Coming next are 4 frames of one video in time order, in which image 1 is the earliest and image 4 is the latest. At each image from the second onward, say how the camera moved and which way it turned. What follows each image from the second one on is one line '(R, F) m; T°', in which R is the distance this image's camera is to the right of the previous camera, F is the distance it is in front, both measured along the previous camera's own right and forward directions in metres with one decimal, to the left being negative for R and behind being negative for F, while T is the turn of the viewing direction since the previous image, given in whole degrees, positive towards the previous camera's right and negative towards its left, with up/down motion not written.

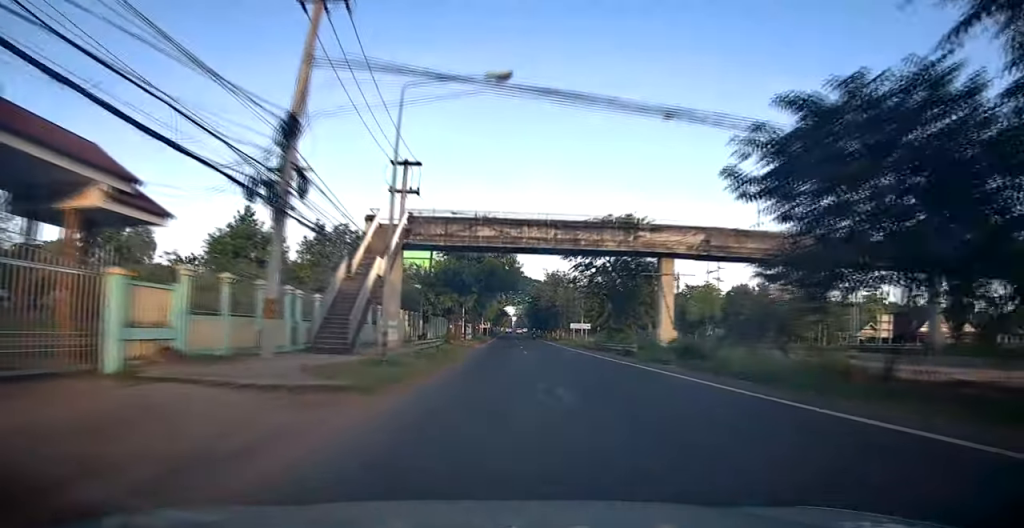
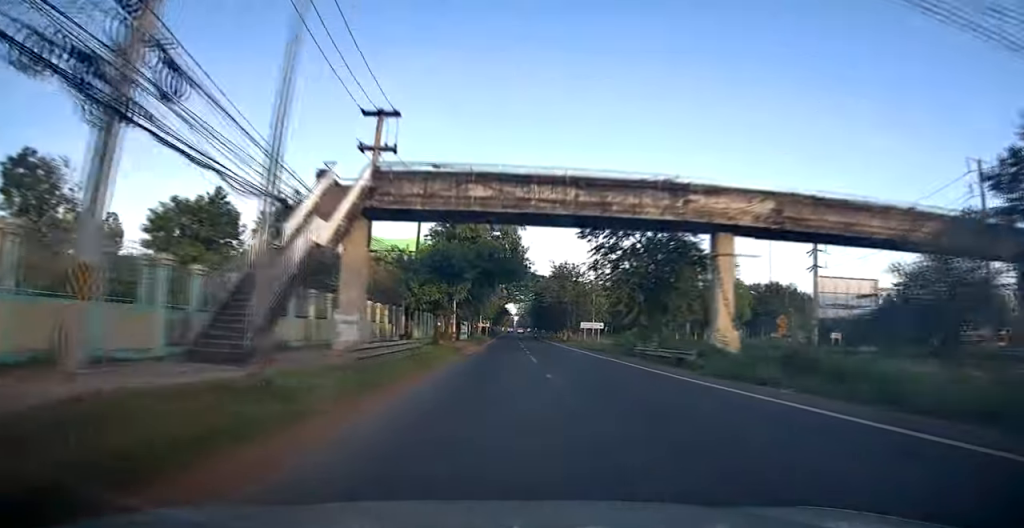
(-0.1, +8.7) m; 0°
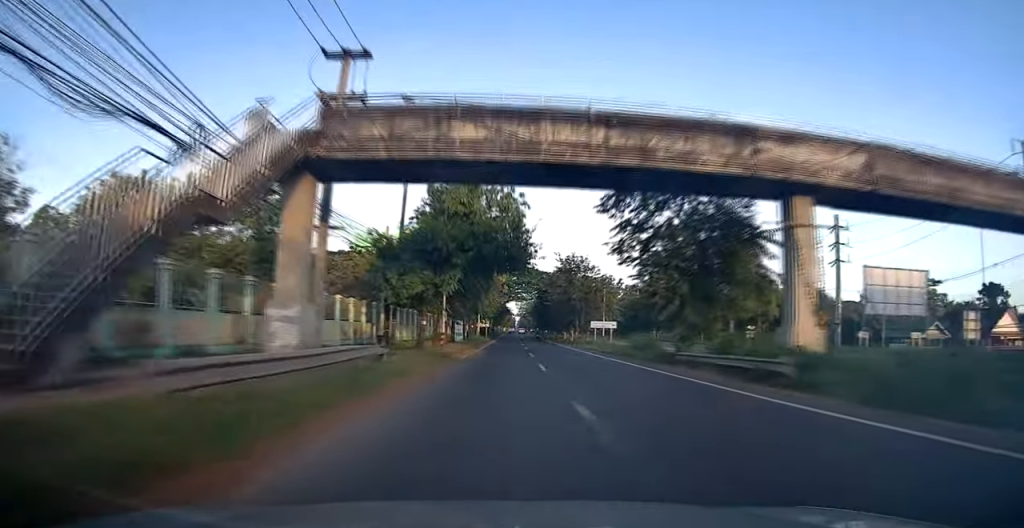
(+0.1, +6.7) m; 0°
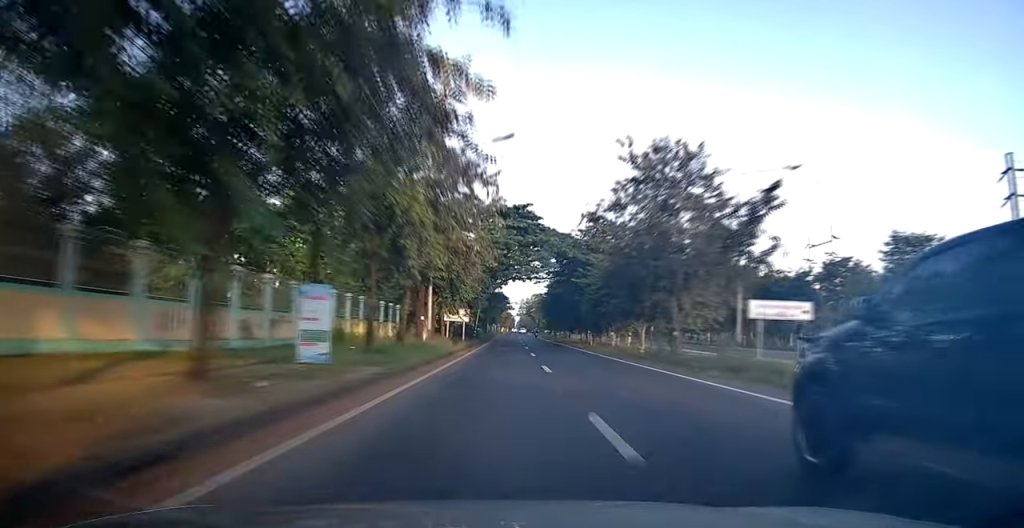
(+0.3, +36.6) m; +2°
